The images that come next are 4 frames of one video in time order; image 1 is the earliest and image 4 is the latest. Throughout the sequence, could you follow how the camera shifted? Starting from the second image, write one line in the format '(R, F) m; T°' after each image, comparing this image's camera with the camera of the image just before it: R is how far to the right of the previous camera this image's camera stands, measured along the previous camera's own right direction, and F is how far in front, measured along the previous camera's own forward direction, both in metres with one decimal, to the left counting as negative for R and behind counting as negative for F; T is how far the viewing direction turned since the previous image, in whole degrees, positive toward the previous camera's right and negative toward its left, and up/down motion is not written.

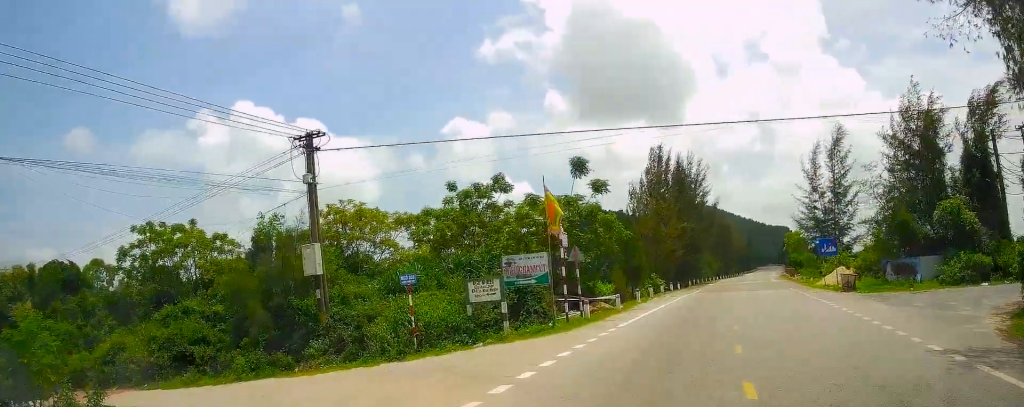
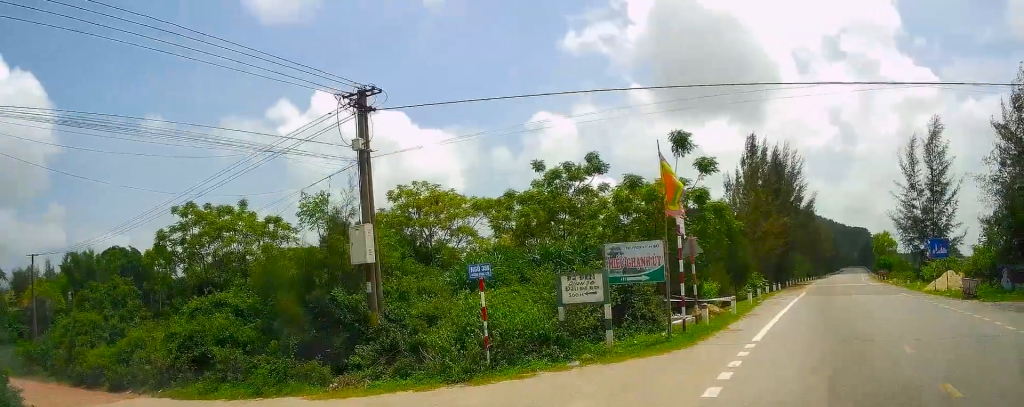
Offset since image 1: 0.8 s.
(-0.4, +6.2) m; -11°
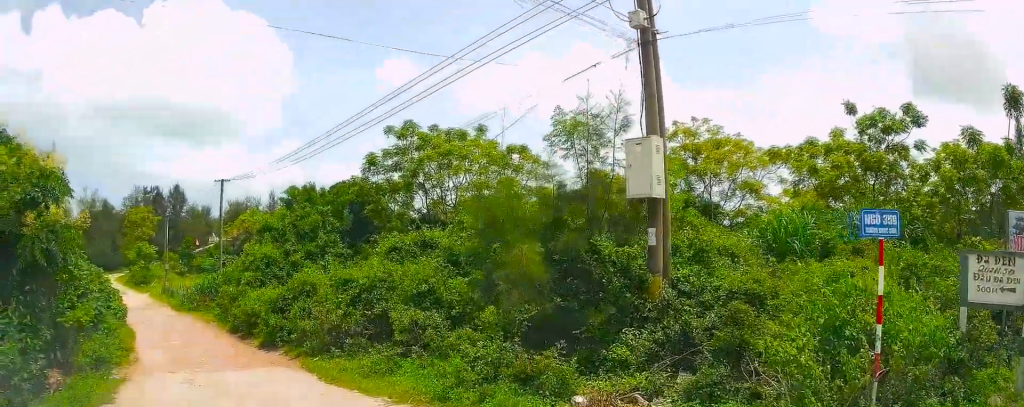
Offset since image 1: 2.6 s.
(-1.6, +9.7) m; -14°
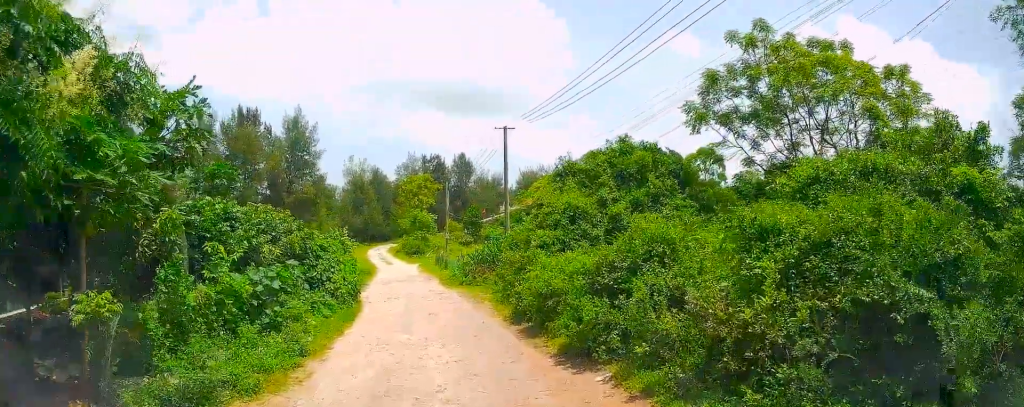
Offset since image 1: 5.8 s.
(-3.7, +6.8) m; -46°
